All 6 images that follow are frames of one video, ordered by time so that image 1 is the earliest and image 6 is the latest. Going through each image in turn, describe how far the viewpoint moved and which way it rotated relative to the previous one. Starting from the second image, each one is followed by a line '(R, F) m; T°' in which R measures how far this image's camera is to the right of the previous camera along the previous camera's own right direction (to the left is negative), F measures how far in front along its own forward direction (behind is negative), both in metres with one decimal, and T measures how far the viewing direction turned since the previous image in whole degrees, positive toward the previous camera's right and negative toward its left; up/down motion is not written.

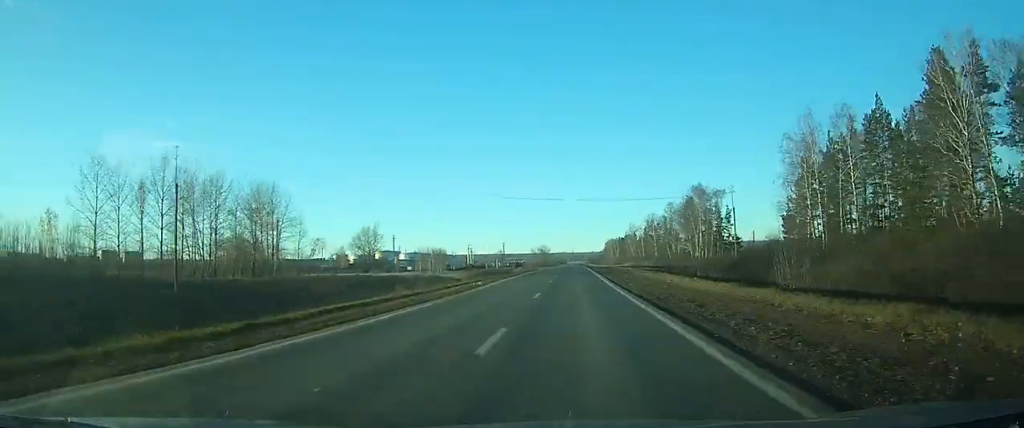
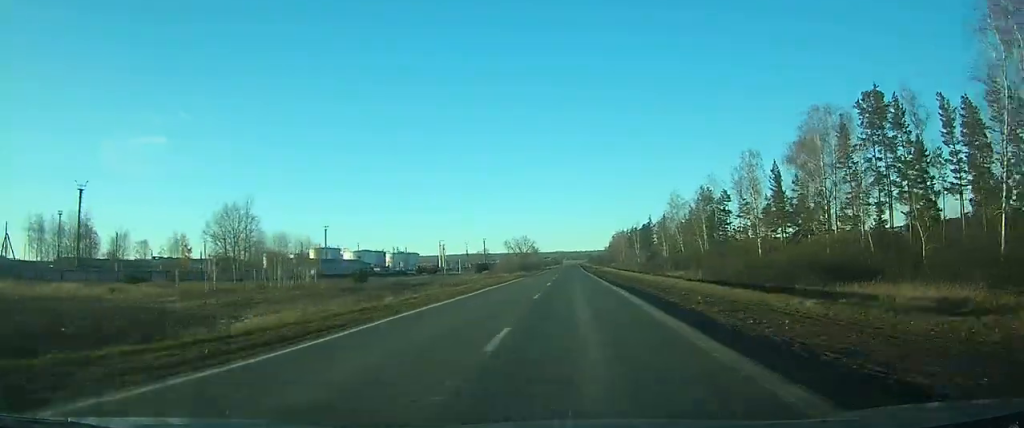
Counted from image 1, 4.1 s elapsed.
(+0.4, +98.5) m; 0°
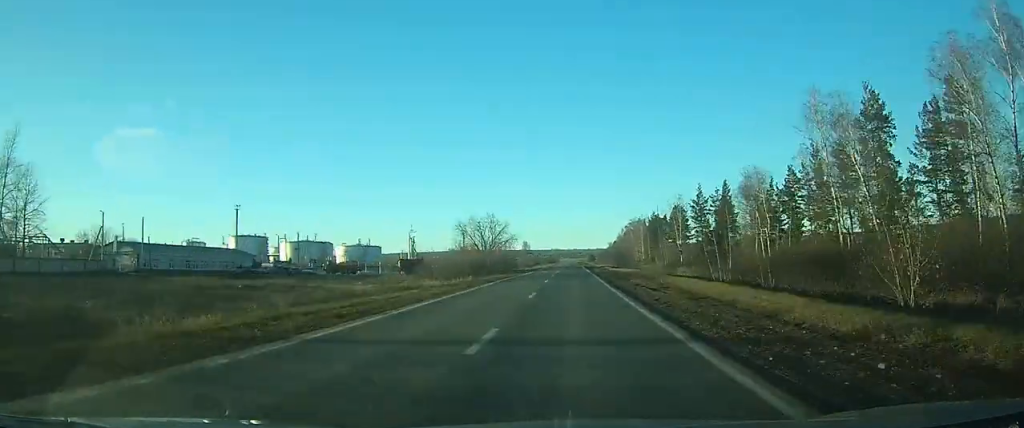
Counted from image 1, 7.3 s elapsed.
(+0.1, +68.9) m; 0°
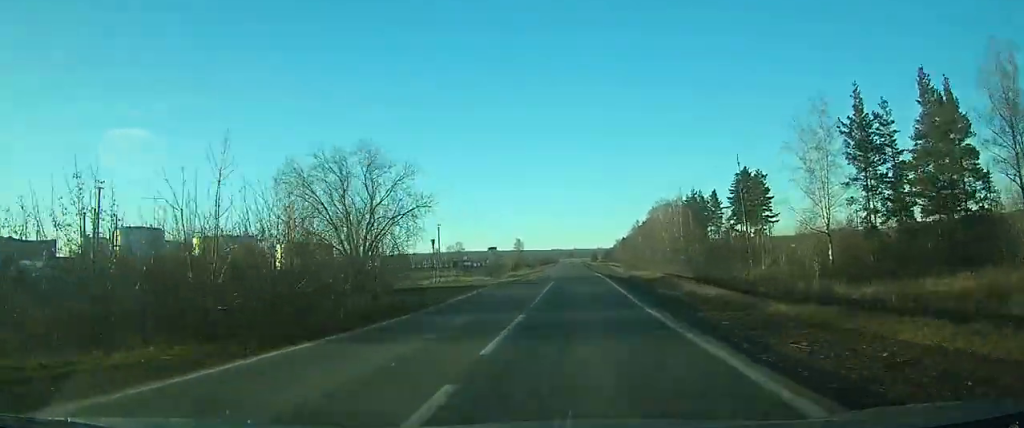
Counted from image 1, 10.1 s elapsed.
(-0.1, +63.7) m; 0°
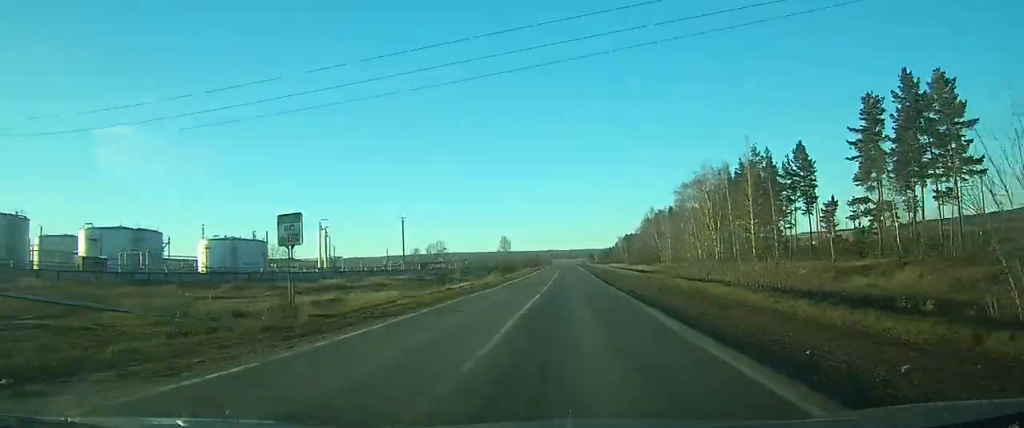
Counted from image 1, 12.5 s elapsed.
(-0.2, +52.1) m; 0°
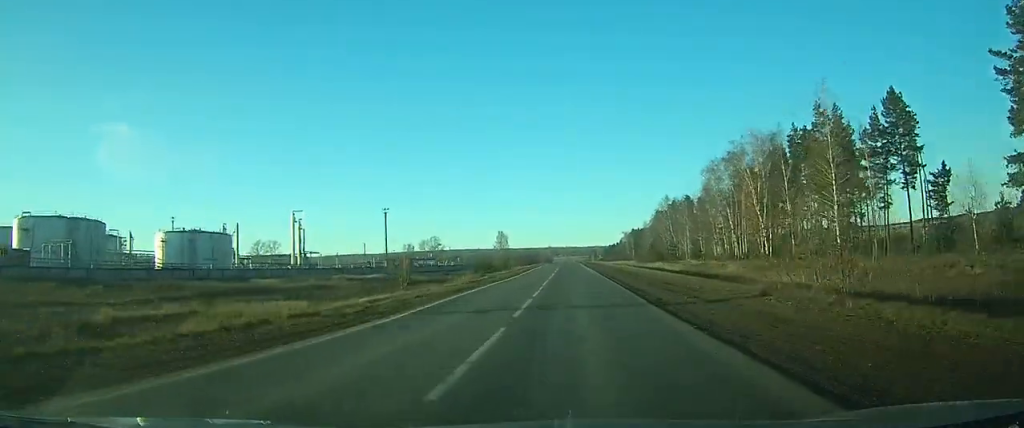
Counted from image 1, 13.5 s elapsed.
(0.0, +22.6) m; 0°
